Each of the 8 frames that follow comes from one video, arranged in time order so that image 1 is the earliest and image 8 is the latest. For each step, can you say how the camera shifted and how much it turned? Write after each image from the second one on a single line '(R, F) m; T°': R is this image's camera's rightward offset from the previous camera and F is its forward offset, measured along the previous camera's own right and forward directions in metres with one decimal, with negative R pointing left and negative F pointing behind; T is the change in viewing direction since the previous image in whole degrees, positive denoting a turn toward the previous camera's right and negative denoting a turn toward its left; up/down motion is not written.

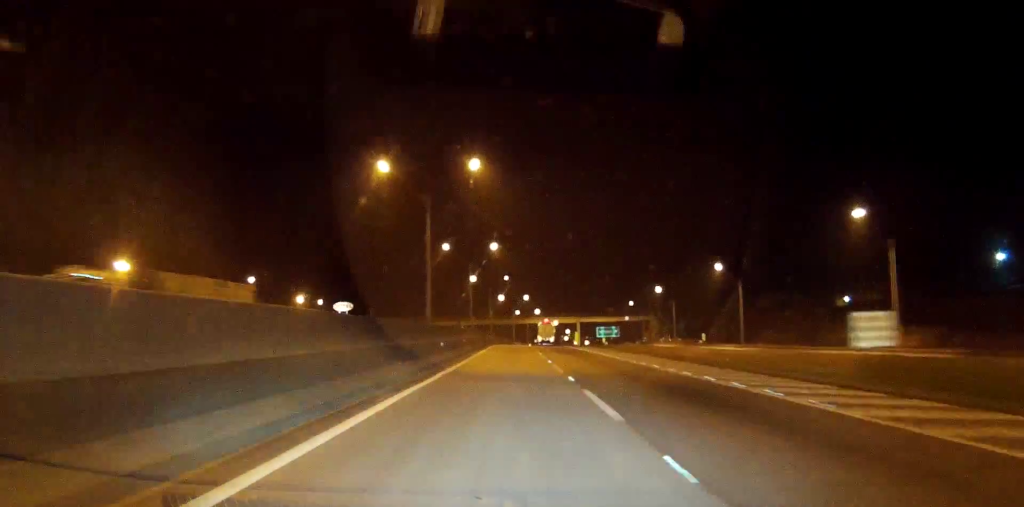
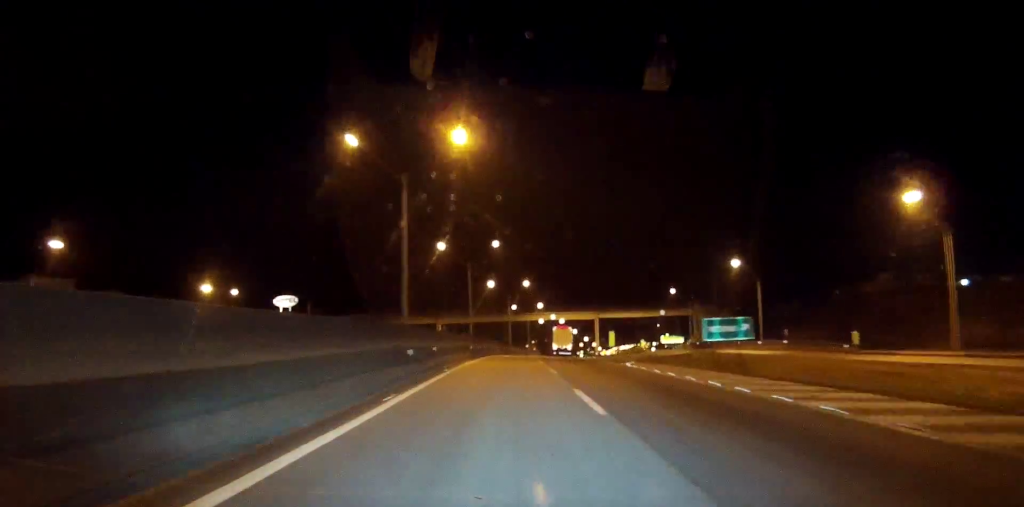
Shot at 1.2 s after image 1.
(+0.2, +48.0) m; 0°
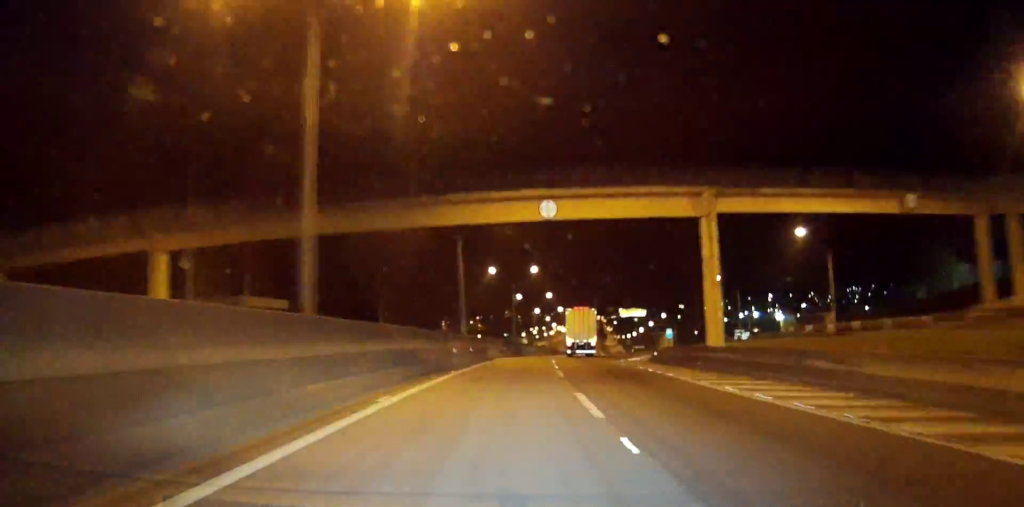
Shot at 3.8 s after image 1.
(+0.9, +99.1) m; +3°
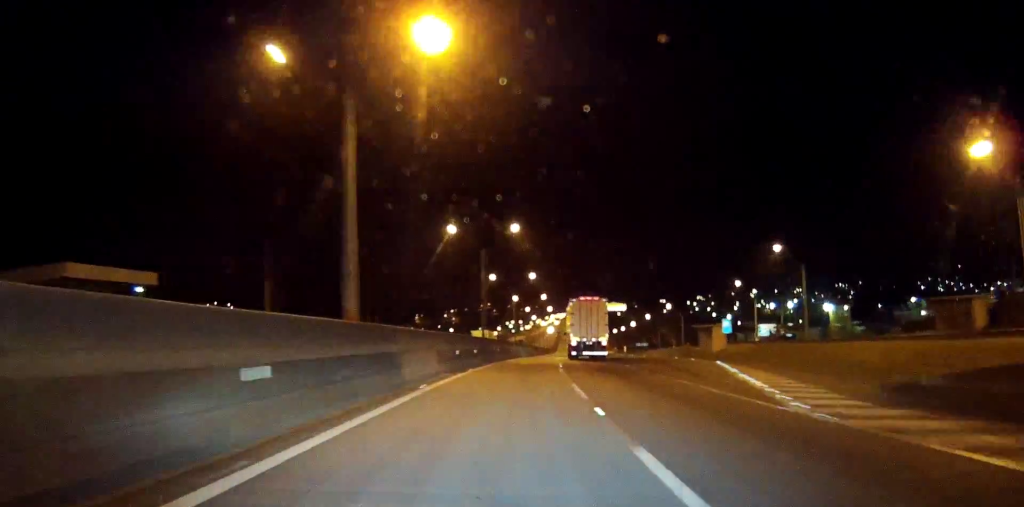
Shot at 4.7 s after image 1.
(+0.7, +32.9) m; +2°
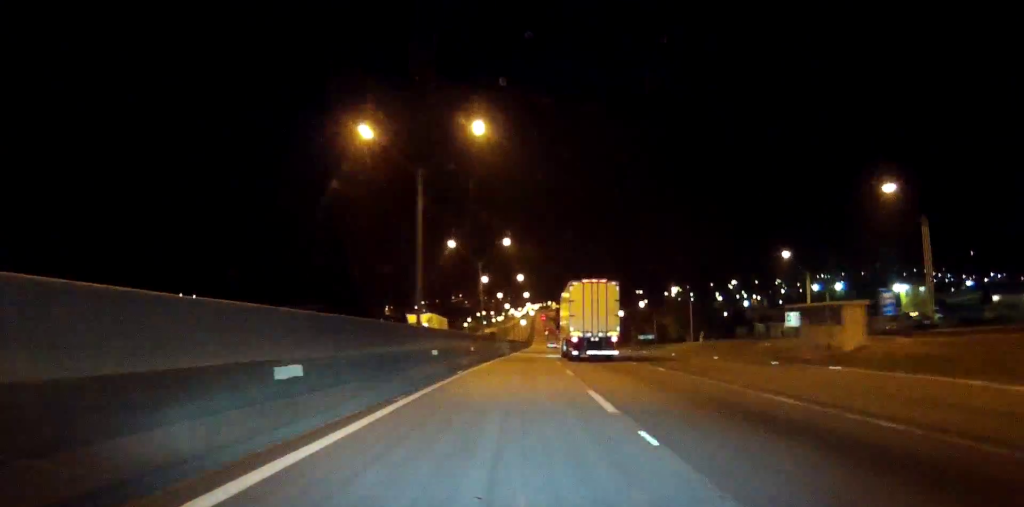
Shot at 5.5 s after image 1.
(+0.3, +29.1) m; +2°
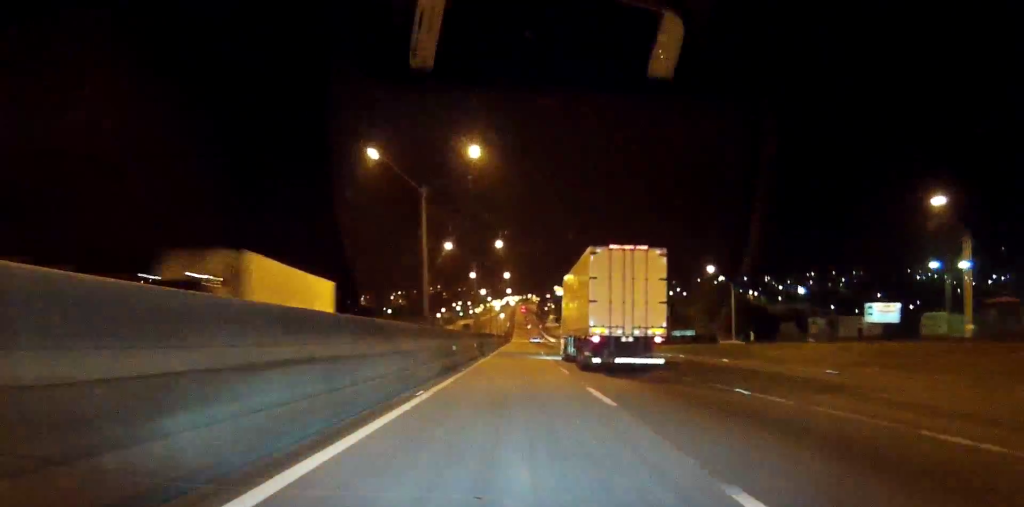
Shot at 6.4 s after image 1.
(+1.0, +34.3) m; +2°
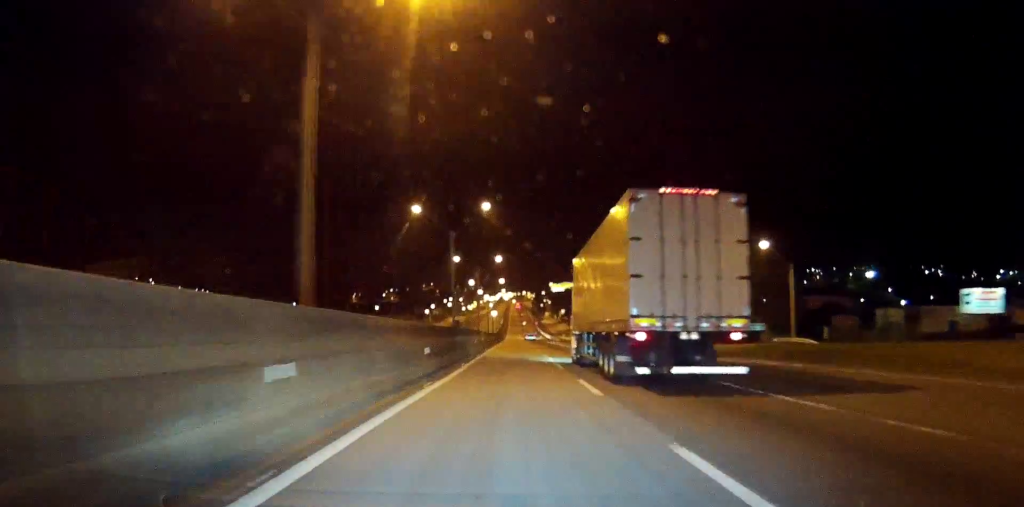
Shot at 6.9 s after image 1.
(0.0, +21.9) m; 0°
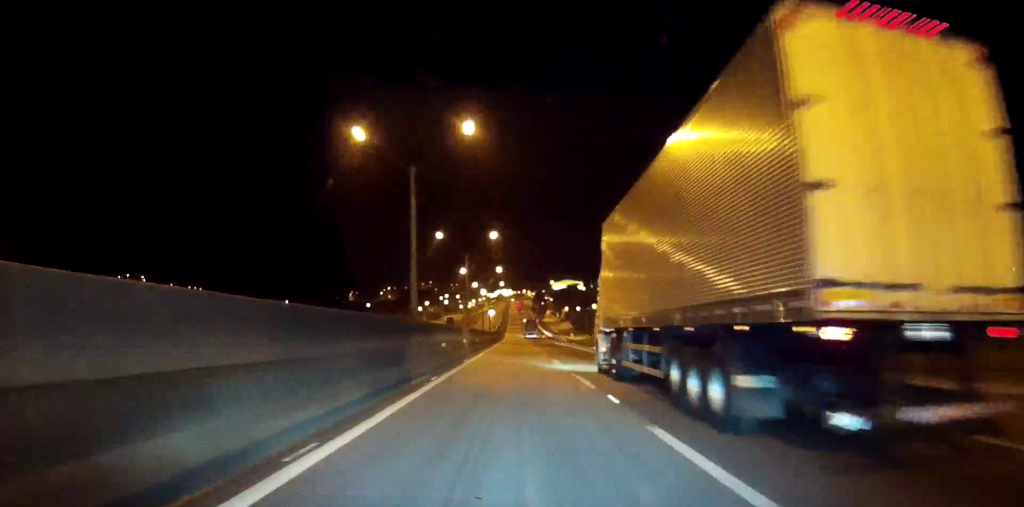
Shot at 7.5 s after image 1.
(0.0, +21.9) m; 0°
